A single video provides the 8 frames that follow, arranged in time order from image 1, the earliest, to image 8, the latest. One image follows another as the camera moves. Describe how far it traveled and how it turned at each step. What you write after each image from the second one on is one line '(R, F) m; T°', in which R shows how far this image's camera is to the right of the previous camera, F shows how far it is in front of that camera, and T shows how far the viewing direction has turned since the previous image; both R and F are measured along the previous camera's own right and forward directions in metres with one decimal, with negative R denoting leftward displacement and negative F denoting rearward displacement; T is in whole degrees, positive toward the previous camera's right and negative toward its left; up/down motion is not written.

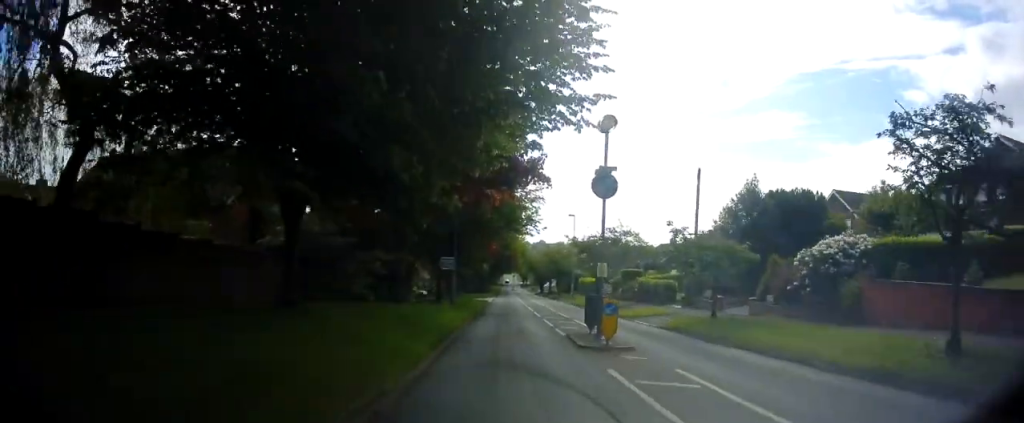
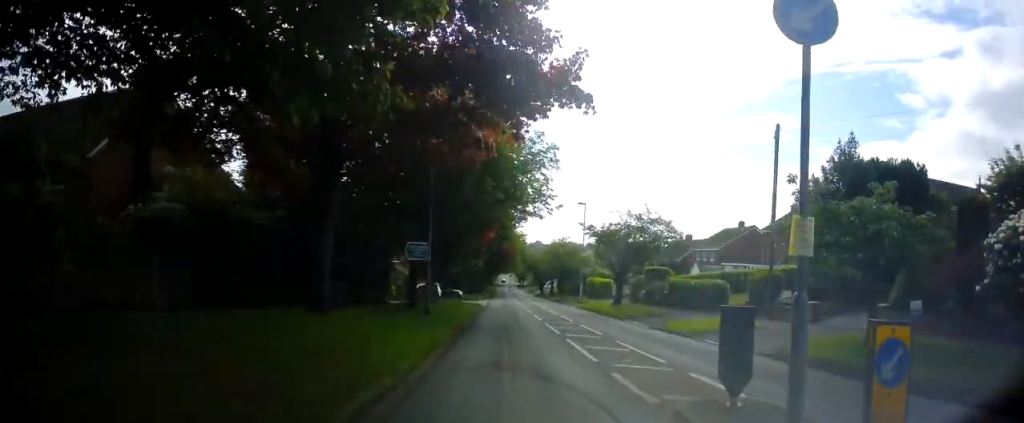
(+0.4, +8.8) m; +1°
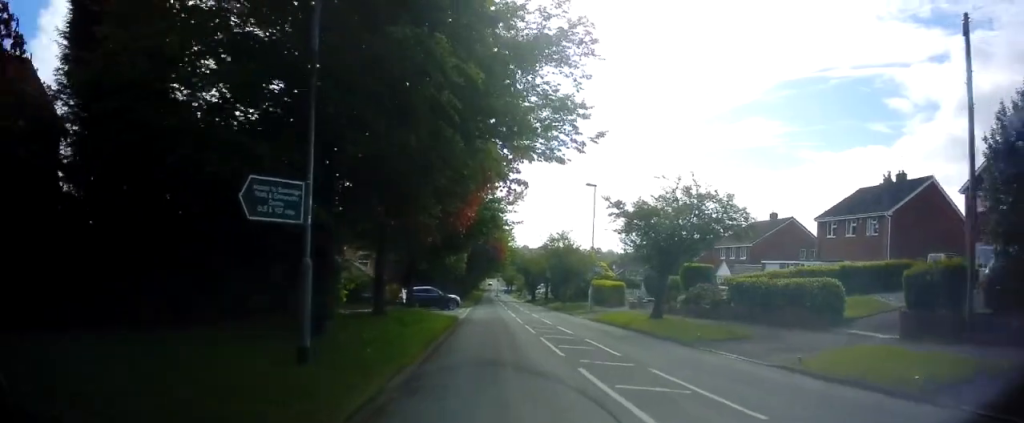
(-0.3, +10.9) m; 0°
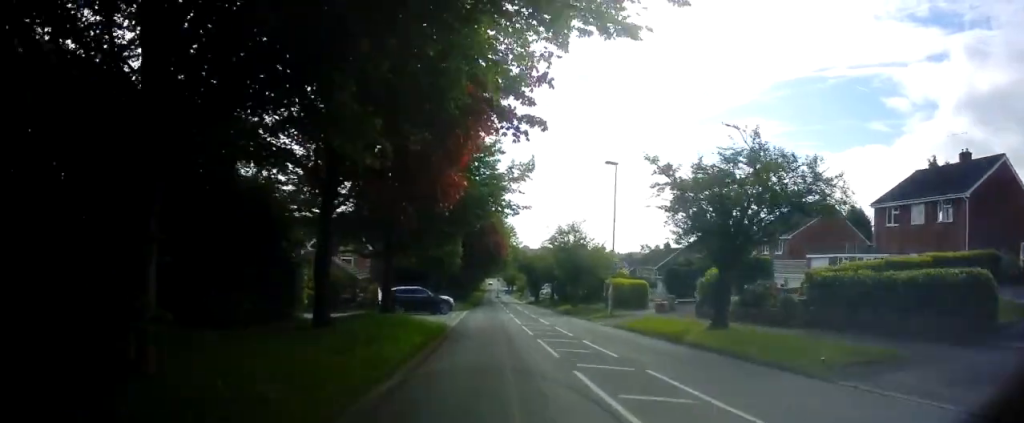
(+0.4, +6.3) m; 0°
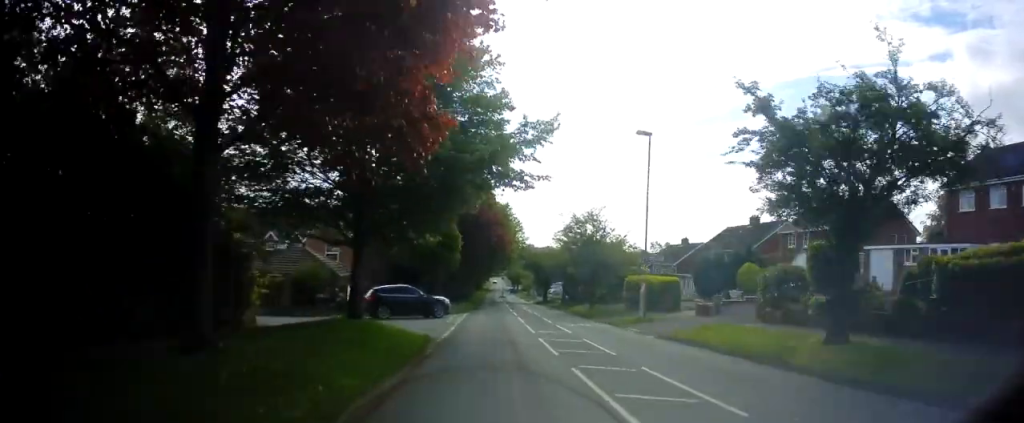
(-0.3, +5.8) m; 0°
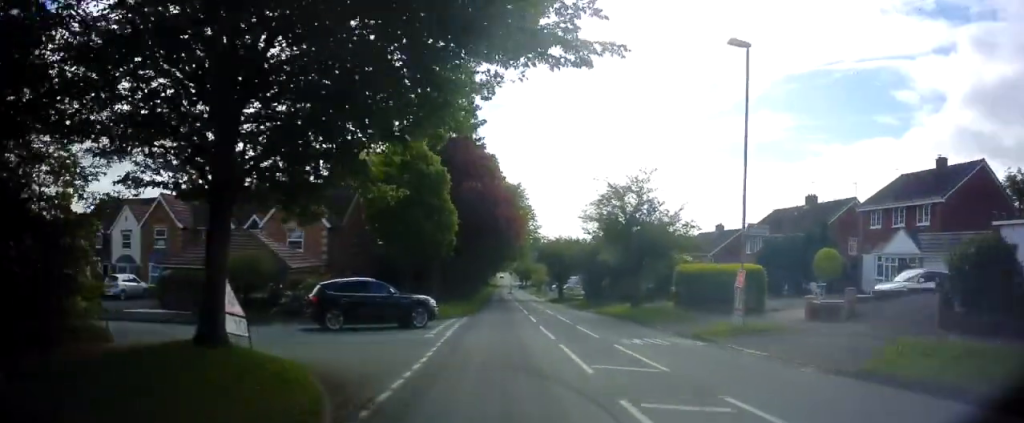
(+0.1, +9.3) m; 0°
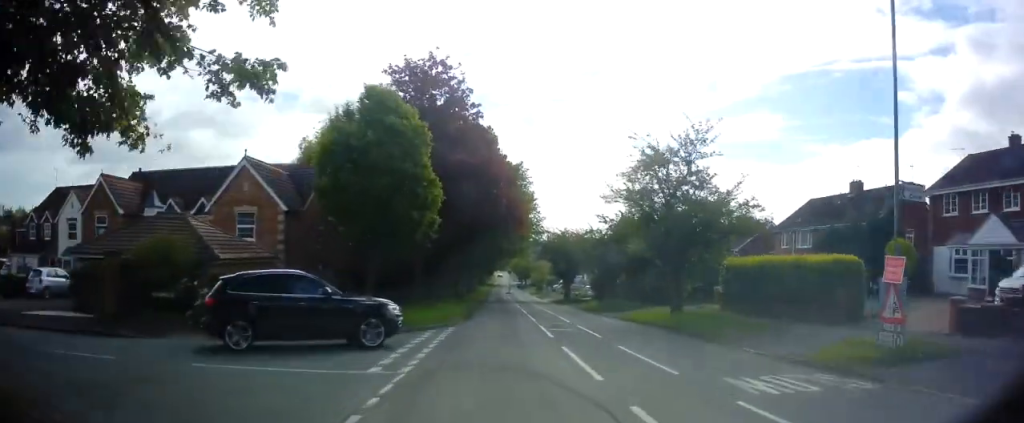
(+0.1, +6.7) m; -1°
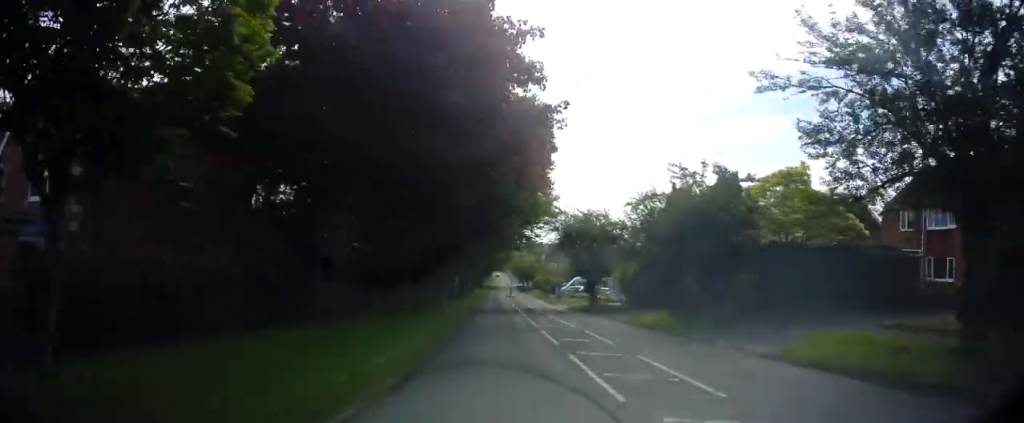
(-0.6, +14.8) m; 0°
